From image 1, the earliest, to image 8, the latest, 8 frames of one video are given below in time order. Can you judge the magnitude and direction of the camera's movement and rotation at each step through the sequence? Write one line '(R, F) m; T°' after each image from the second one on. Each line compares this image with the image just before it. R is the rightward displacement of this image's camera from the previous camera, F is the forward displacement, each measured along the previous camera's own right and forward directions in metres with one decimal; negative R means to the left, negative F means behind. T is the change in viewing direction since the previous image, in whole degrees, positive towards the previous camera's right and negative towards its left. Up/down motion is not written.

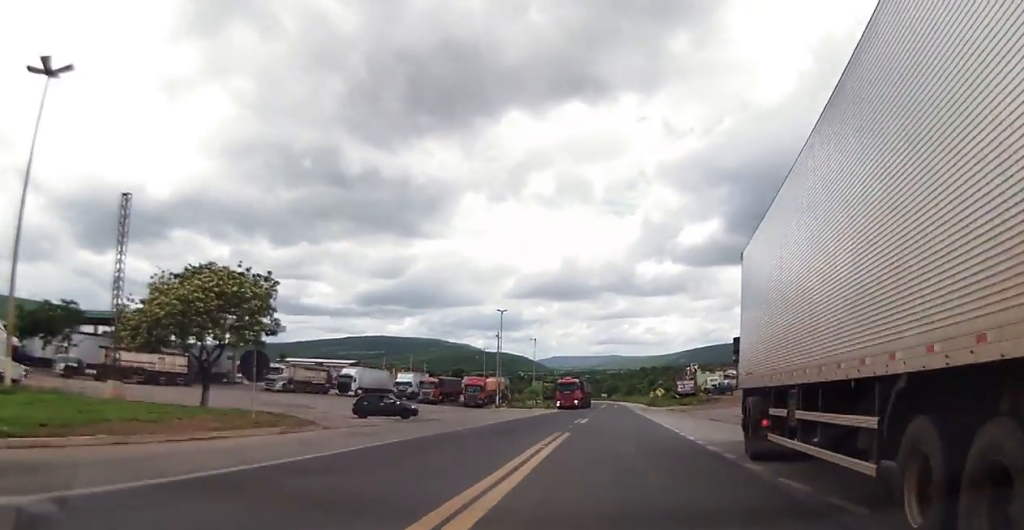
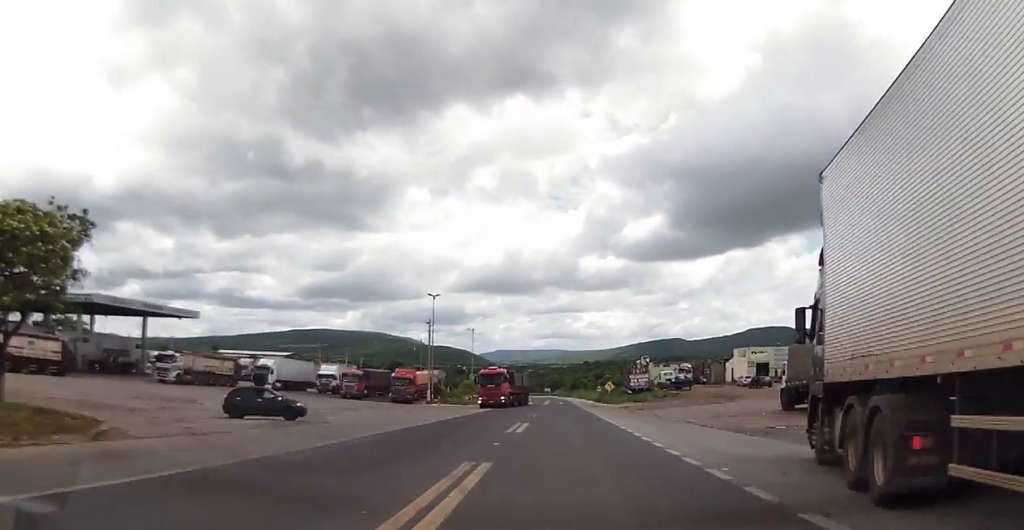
(+0.3, +7.3) m; +5°
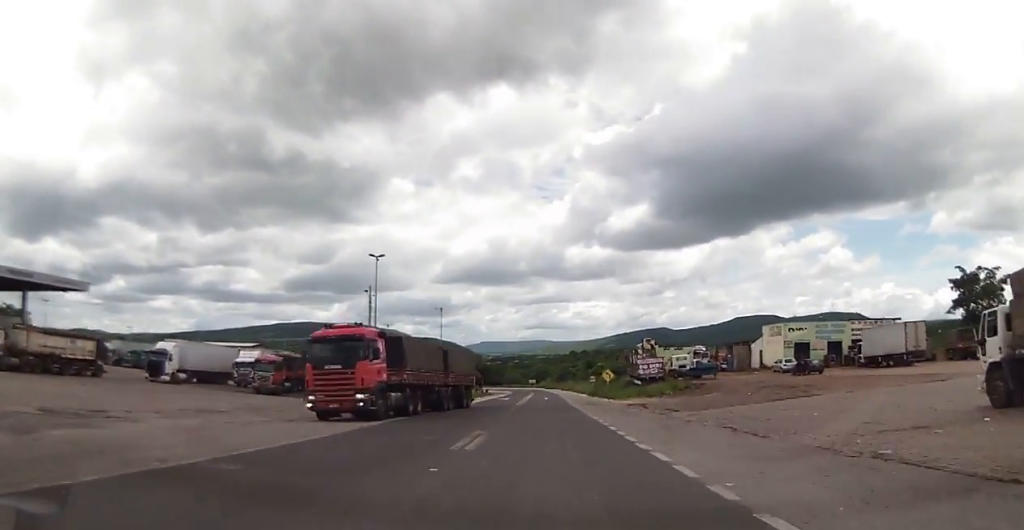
(+1.0, +17.0) m; +7°
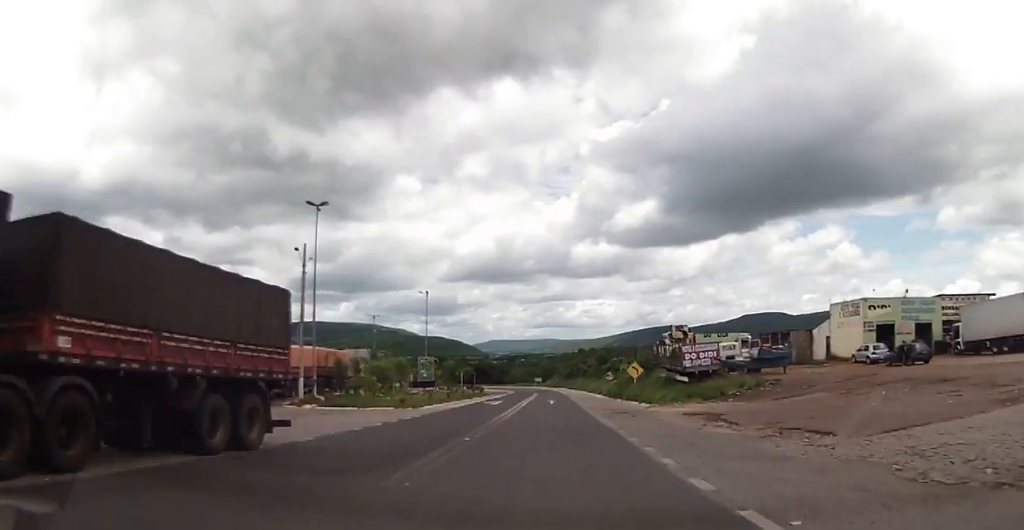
(+0.8, +16.0) m; +3°
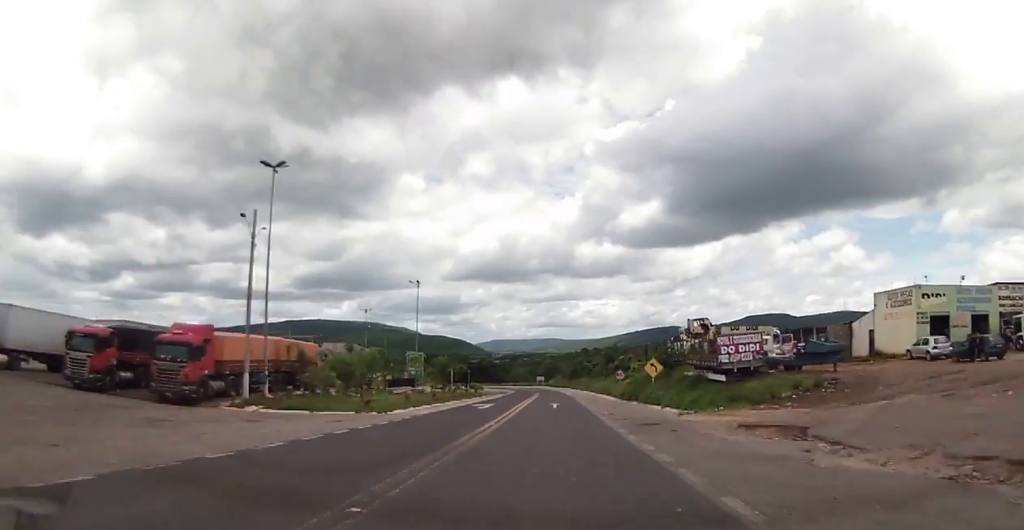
(0.0, +7.3) m; 0°
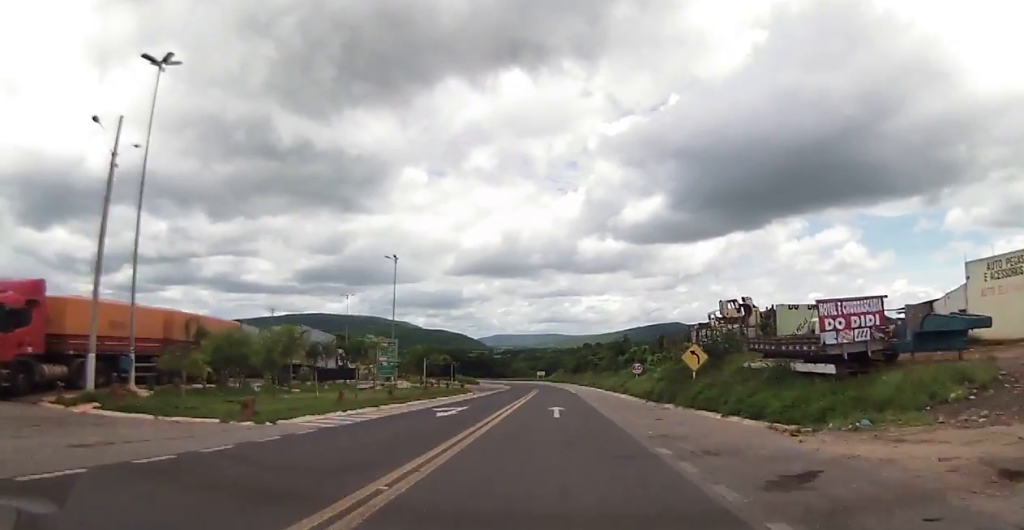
(0.0, +11.9) m; 0°
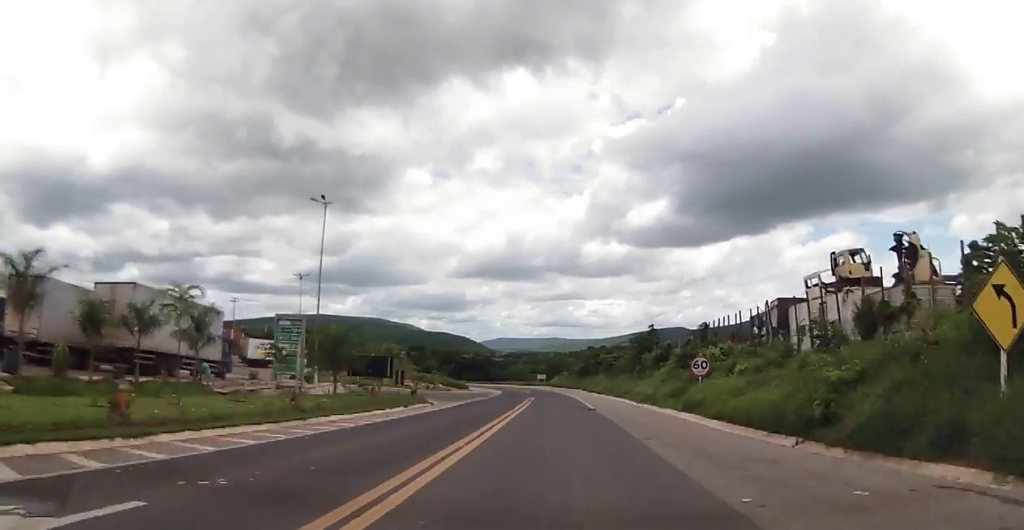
(0.0, +22.5) m; 0°
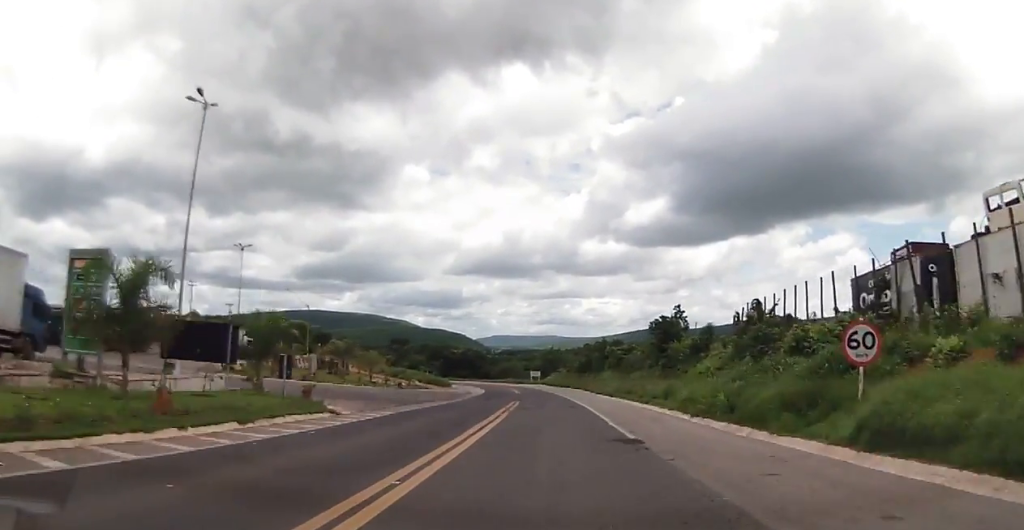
(0.0, +17.6) m; -2°
